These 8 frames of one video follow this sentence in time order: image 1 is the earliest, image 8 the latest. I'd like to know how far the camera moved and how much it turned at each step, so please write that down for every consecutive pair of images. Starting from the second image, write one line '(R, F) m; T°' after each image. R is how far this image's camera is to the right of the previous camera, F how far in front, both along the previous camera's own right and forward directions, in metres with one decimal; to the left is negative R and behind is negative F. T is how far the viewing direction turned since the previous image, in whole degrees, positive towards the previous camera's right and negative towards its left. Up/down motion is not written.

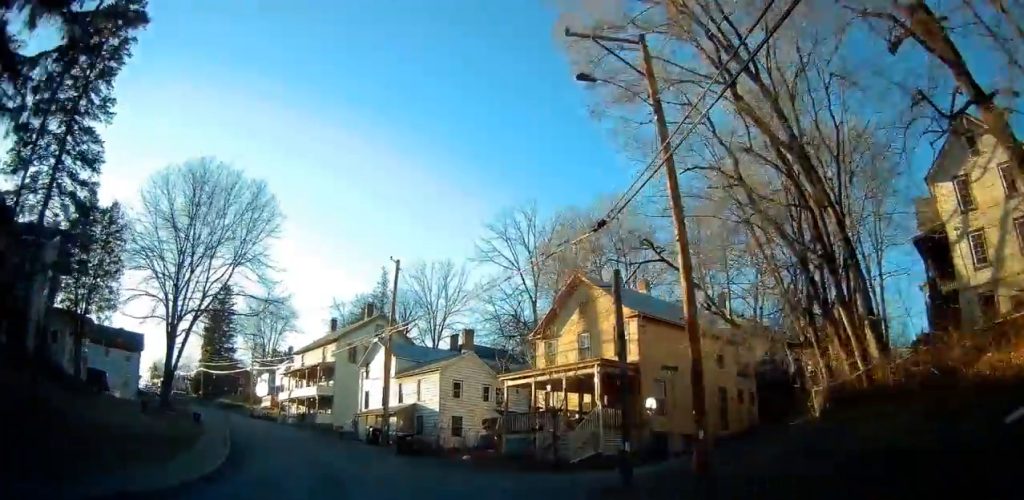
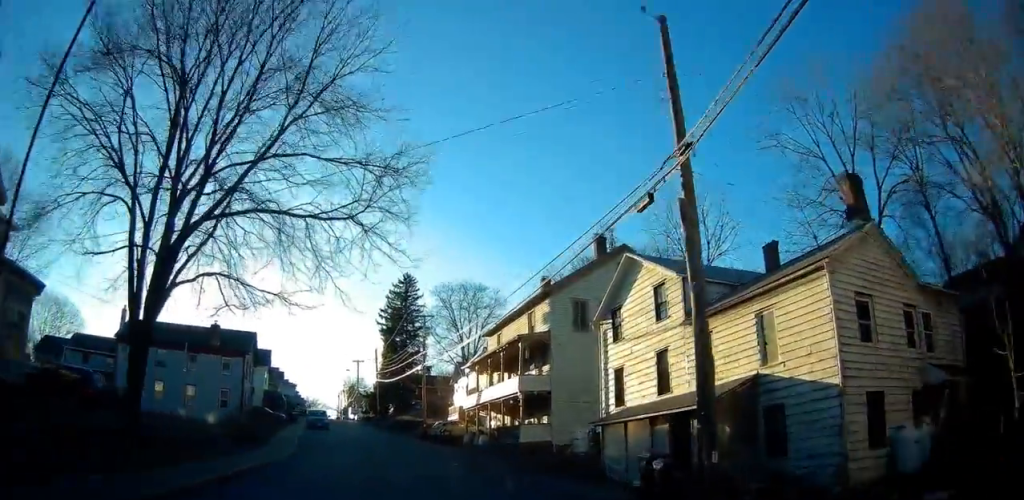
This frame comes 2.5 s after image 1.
(-1.5, +24.2) m; -13°
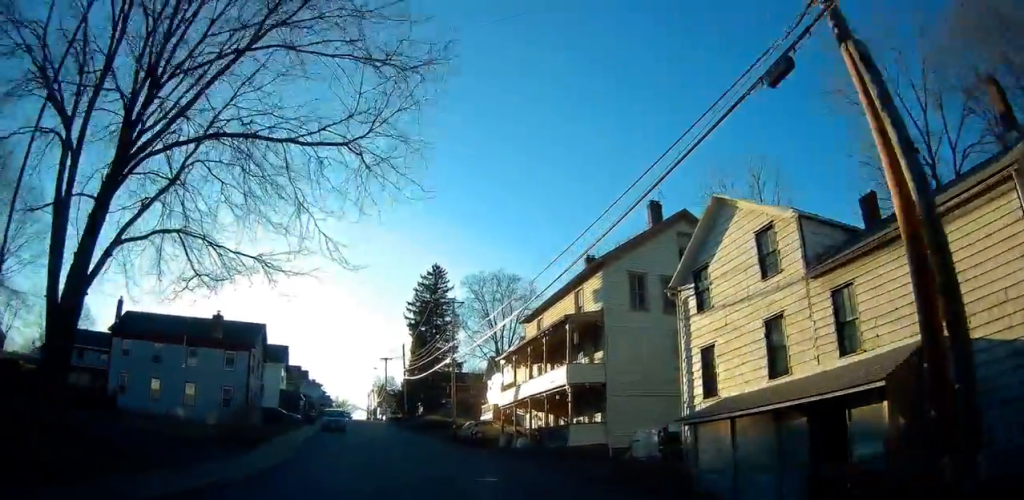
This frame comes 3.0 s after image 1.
(-0.3, +5.2) m; -5°
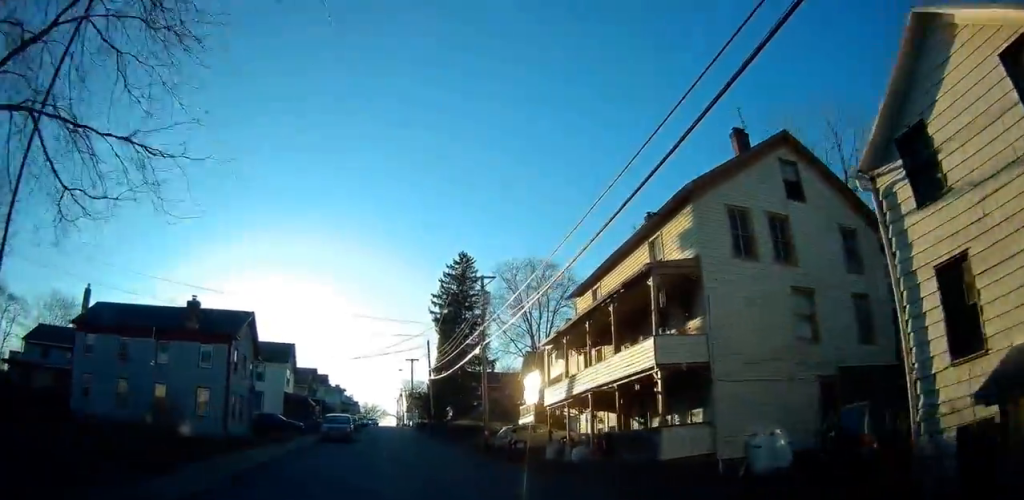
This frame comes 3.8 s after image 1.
(-0.5, +8.1) m; -7°
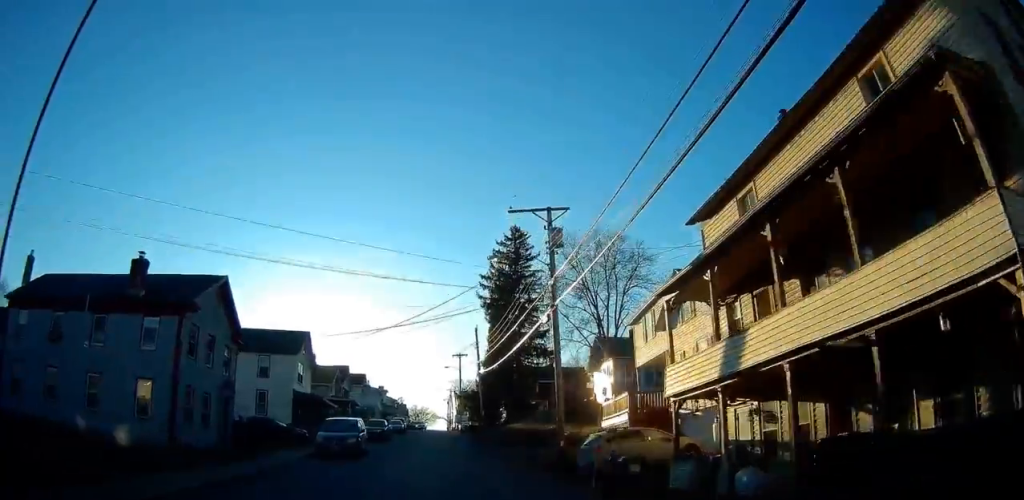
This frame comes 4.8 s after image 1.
(-0.8, +11.2) m; -6°
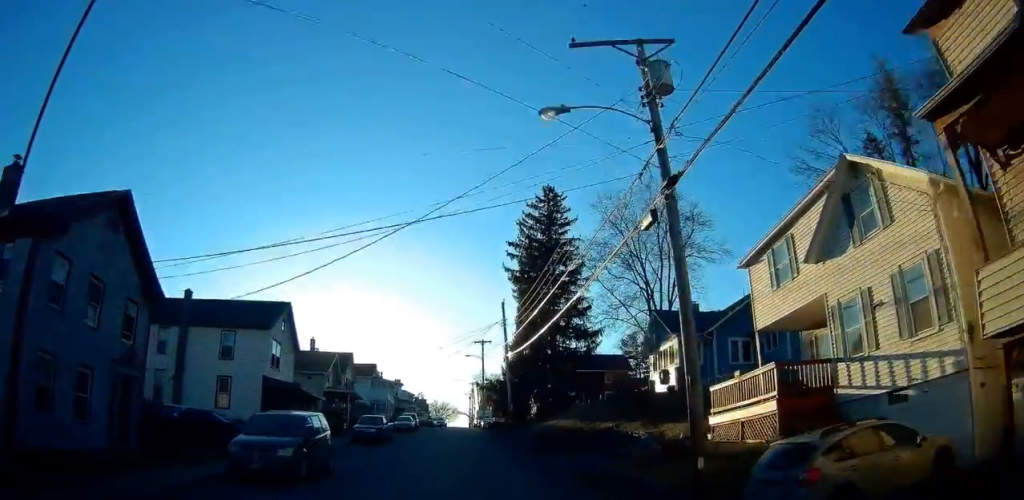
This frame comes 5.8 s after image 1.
(-0.3, +11.3) m; -2°
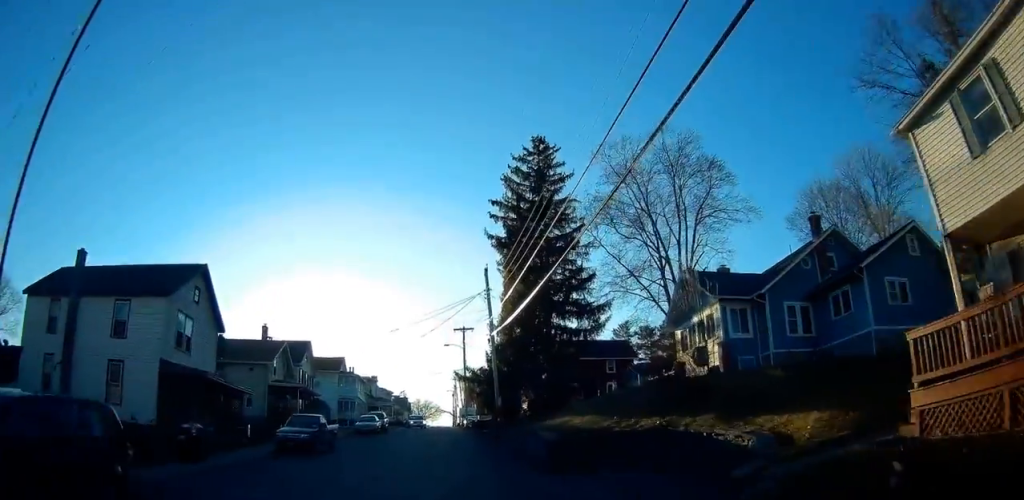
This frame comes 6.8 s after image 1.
(-0.1, +10.4) m; -2°
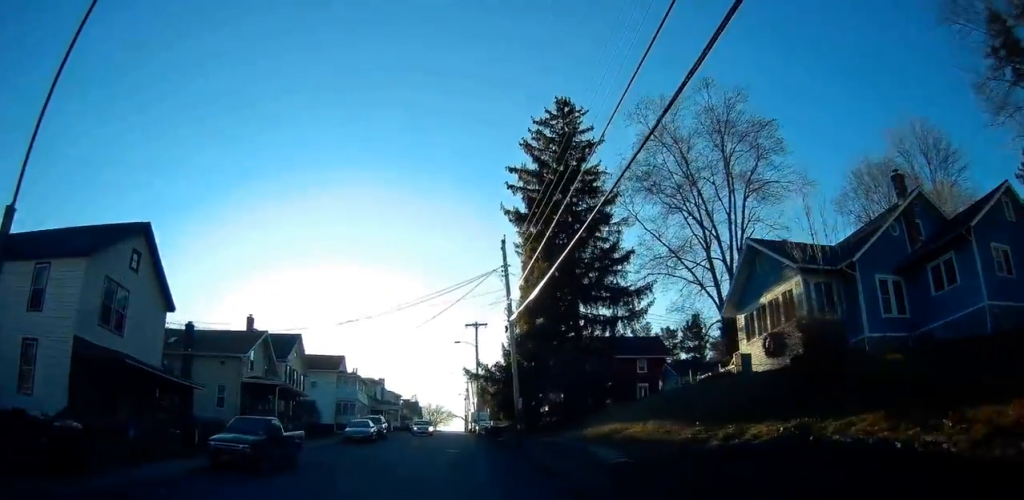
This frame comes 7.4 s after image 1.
(-0.2, +7.2) m; -2°
